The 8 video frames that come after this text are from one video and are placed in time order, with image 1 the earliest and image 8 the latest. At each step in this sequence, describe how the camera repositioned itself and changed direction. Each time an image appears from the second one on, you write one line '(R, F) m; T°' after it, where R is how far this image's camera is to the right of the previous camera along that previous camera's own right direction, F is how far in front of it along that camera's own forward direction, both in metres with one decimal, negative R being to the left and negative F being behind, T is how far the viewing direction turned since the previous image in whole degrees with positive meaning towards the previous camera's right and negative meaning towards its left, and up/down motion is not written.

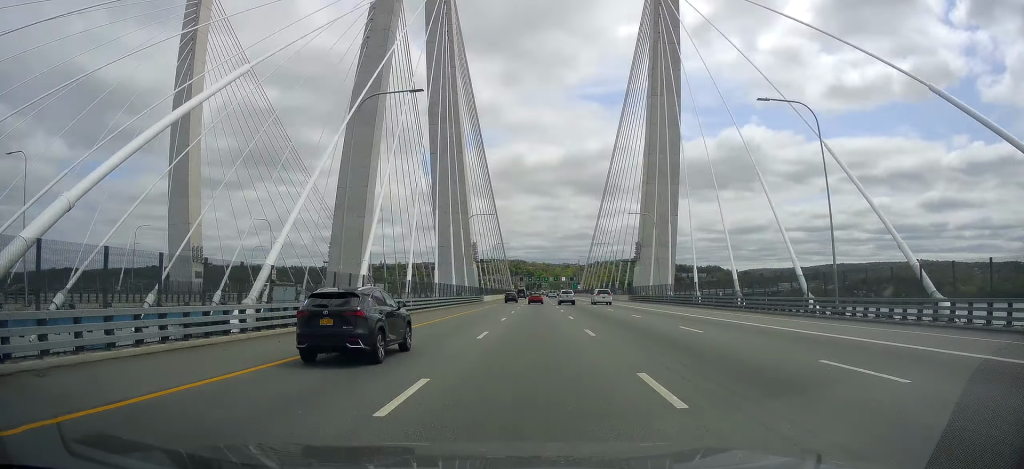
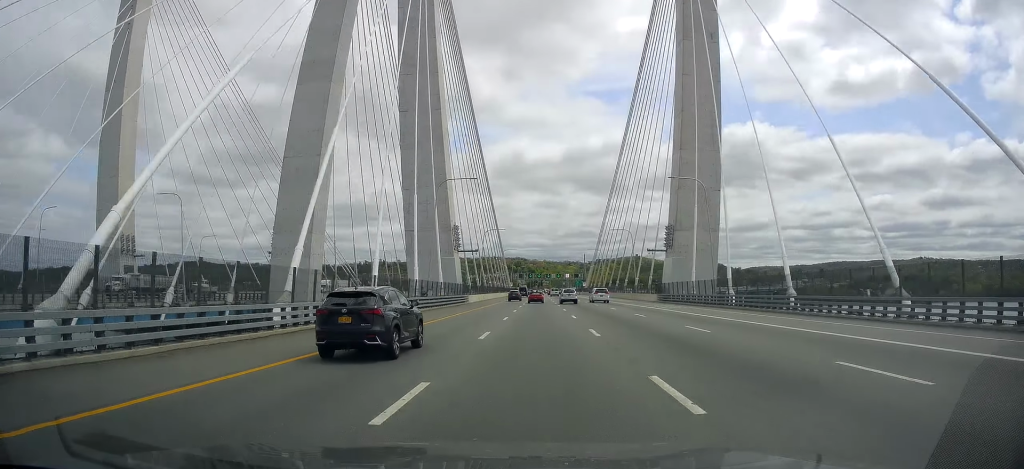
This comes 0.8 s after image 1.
(0.0, +24.6) m; 0°
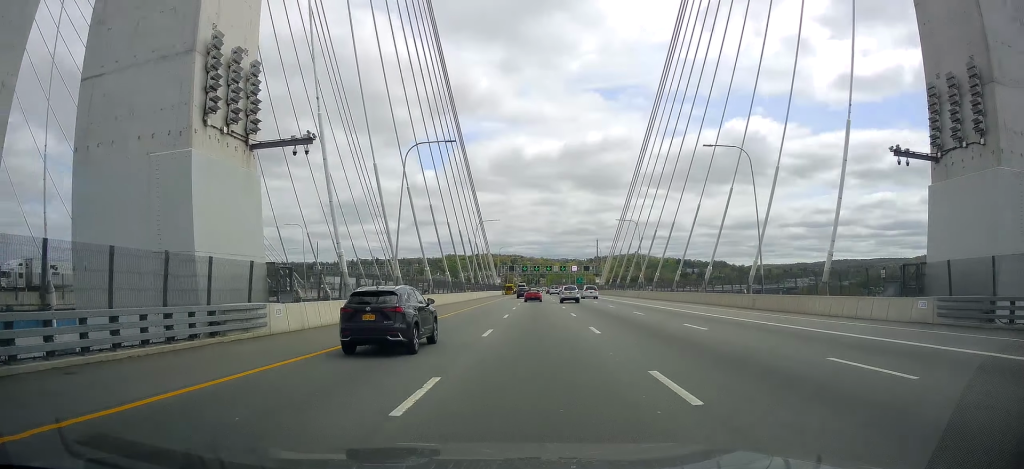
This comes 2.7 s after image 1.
(0.0, +59.9) m; 0°
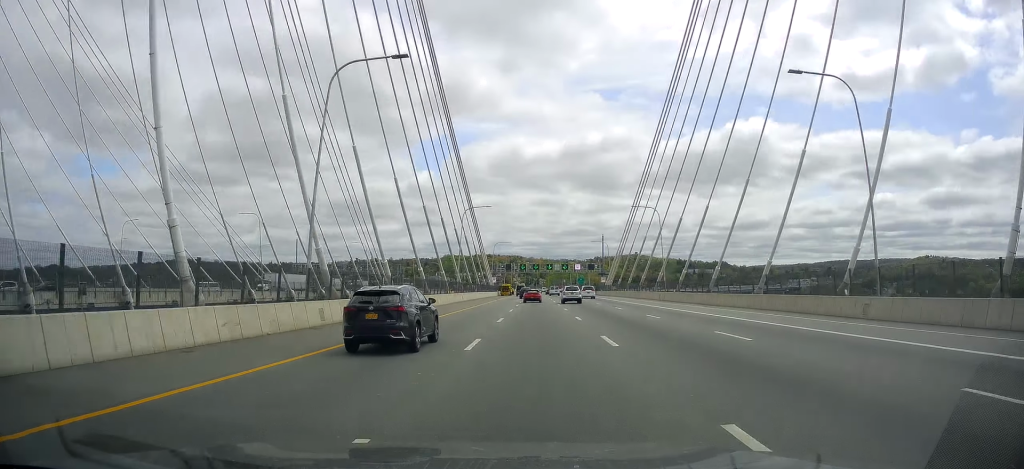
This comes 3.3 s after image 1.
(0.0, +16.6) m; 0°
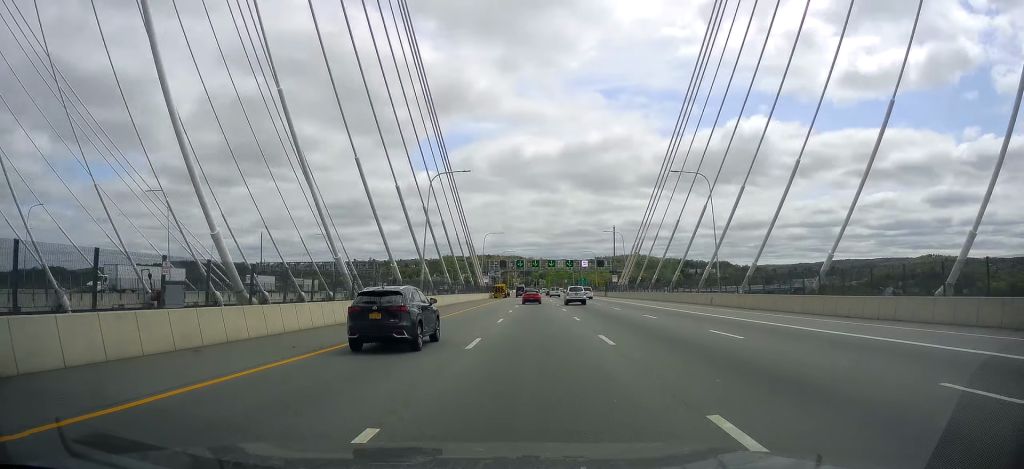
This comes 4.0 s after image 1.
(0.0, +23.8) m; 0°
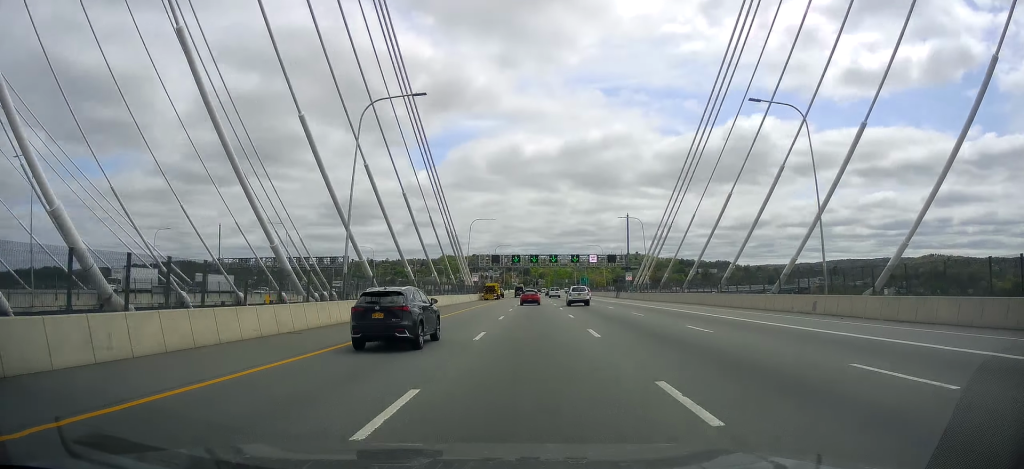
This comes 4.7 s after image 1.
(0.0, +21.8) m; 0°
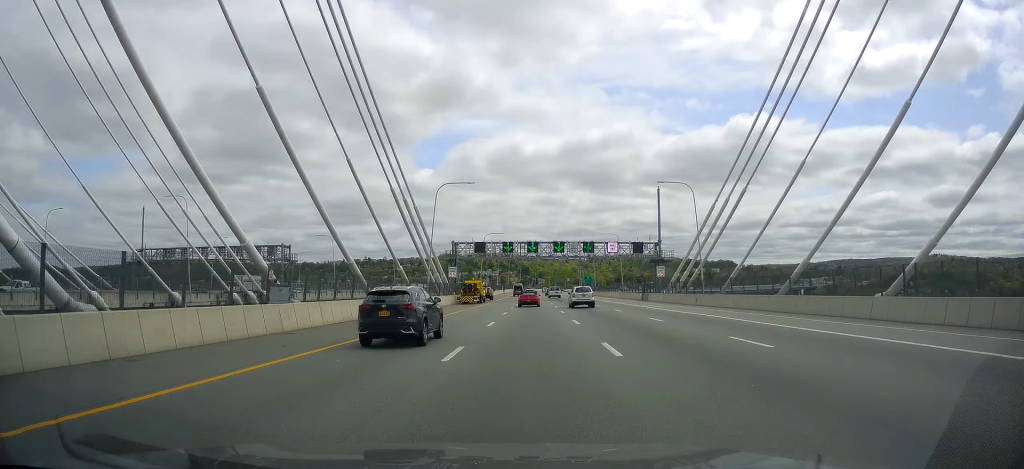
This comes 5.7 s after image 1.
(0.0, +30.1) m; 0°
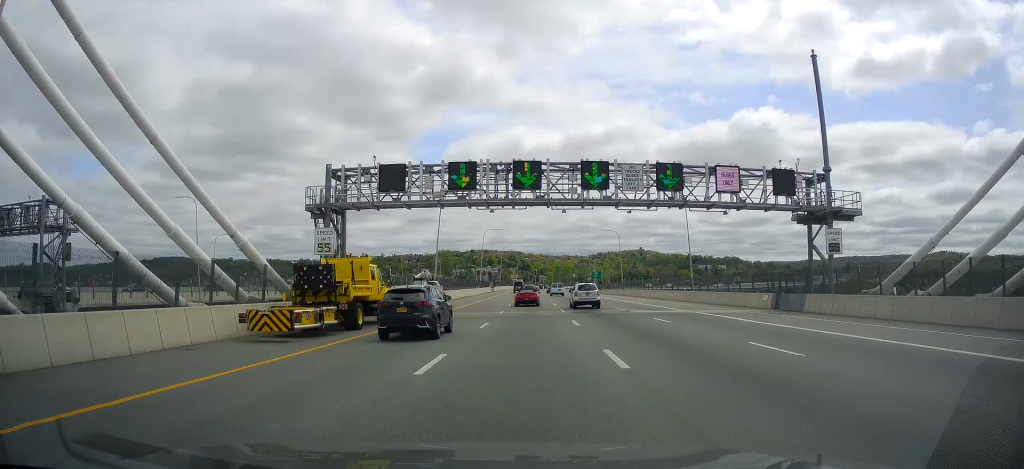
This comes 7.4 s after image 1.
(0.0, +51.6) m; 0°
